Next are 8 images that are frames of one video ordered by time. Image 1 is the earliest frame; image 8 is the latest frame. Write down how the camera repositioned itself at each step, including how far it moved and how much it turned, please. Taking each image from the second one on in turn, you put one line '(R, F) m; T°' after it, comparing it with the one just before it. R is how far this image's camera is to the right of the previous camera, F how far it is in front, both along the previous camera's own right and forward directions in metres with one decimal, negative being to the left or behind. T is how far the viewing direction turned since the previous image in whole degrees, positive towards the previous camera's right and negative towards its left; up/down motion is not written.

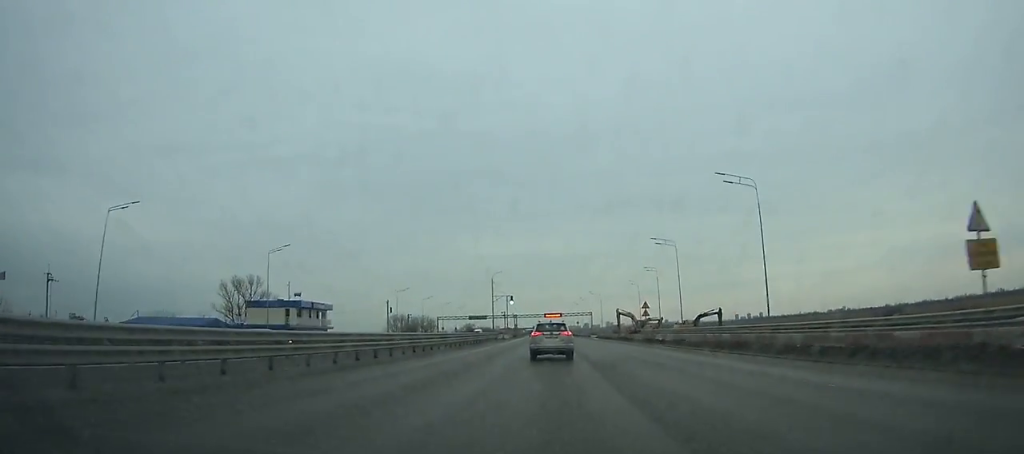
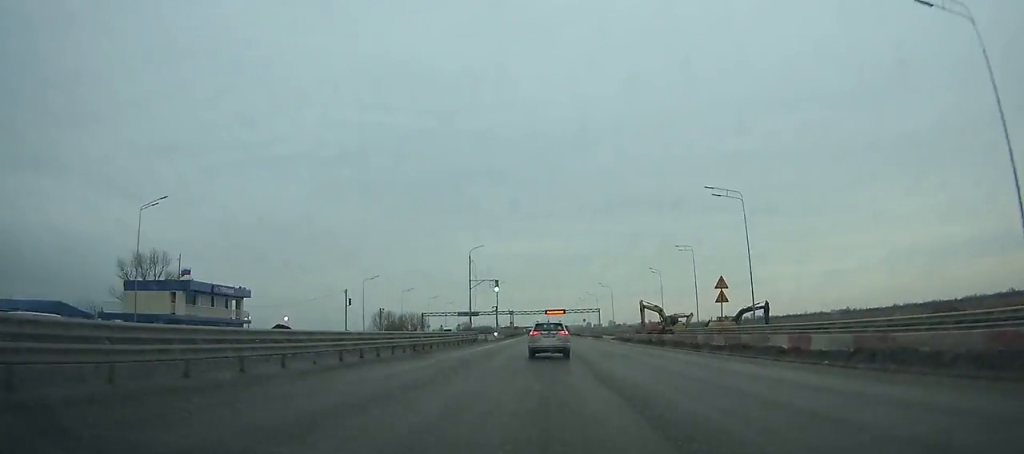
(-0.1, +26.6) m; 0°
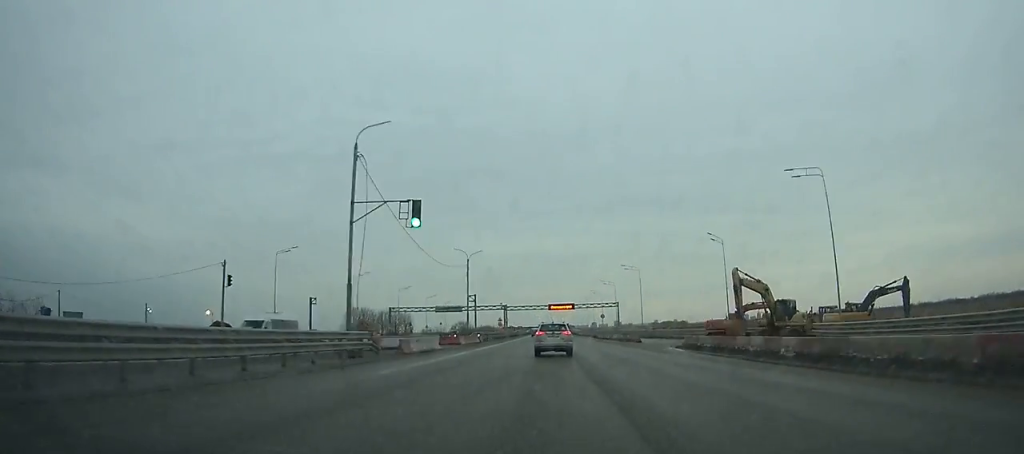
(0.0, +39.3) m; 0°
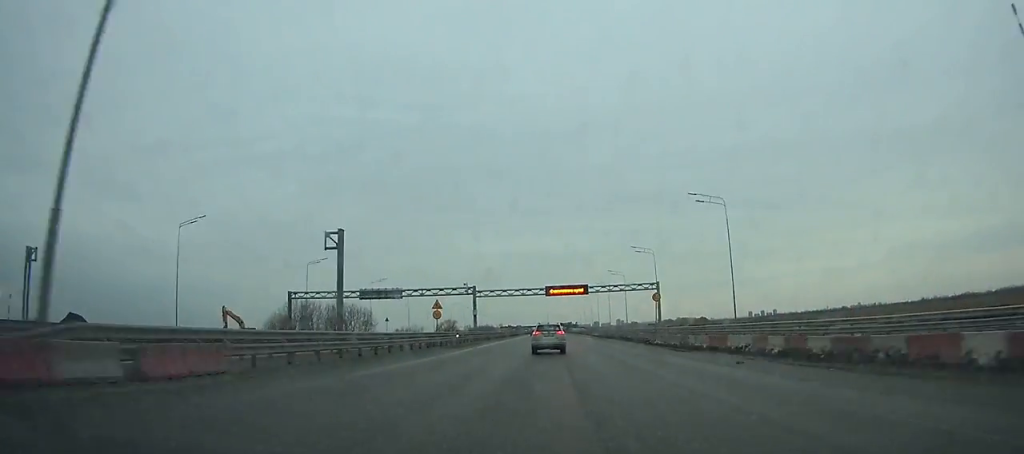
(-0.1, +54.5) m; 0°
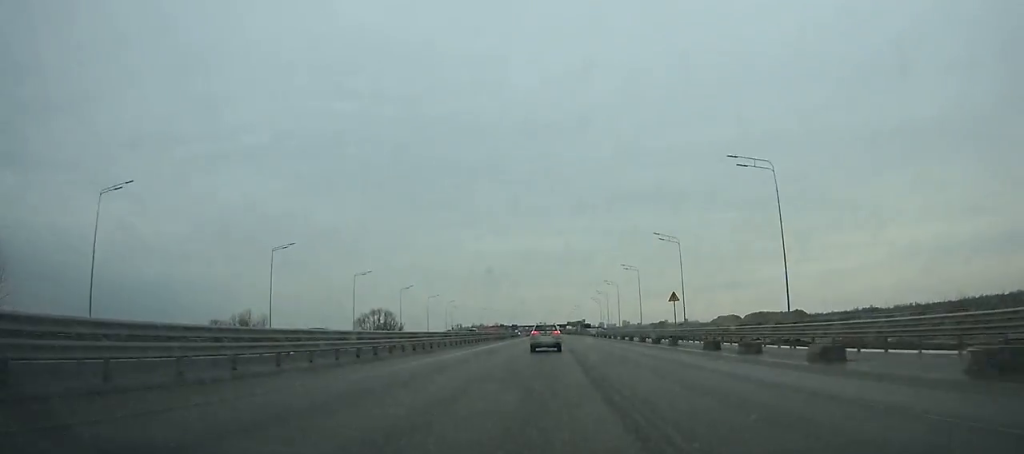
(-0.9, +142.3) m; 0°
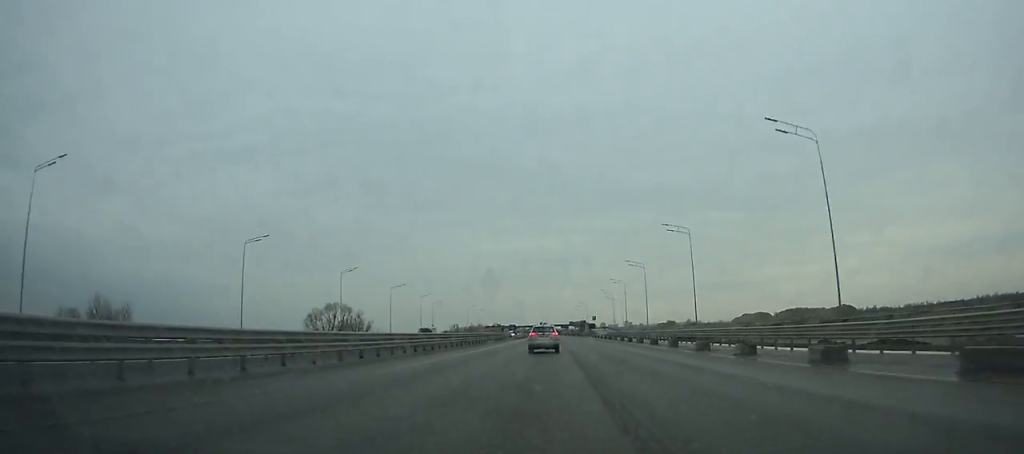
(0.0, +39.4) m; 0°
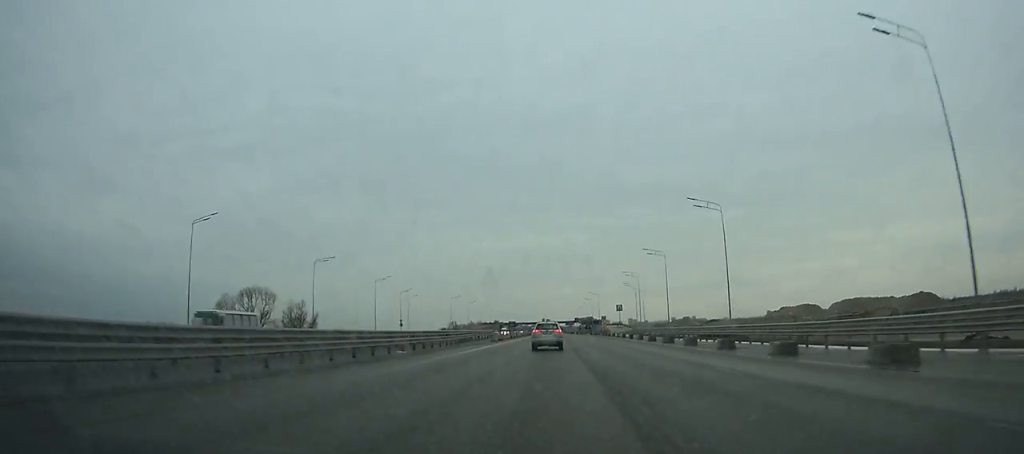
(-0.1, +43.8) m; 0°
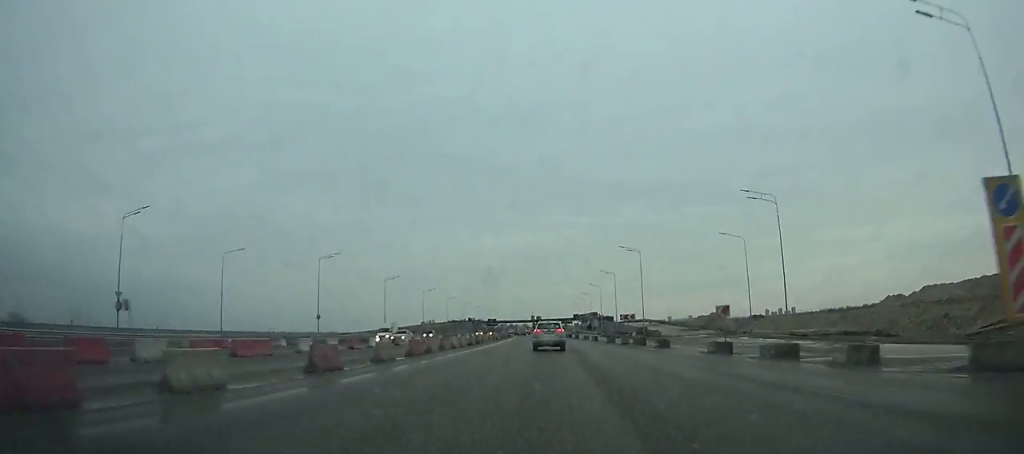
(0.0, +98.5) m; -1°
